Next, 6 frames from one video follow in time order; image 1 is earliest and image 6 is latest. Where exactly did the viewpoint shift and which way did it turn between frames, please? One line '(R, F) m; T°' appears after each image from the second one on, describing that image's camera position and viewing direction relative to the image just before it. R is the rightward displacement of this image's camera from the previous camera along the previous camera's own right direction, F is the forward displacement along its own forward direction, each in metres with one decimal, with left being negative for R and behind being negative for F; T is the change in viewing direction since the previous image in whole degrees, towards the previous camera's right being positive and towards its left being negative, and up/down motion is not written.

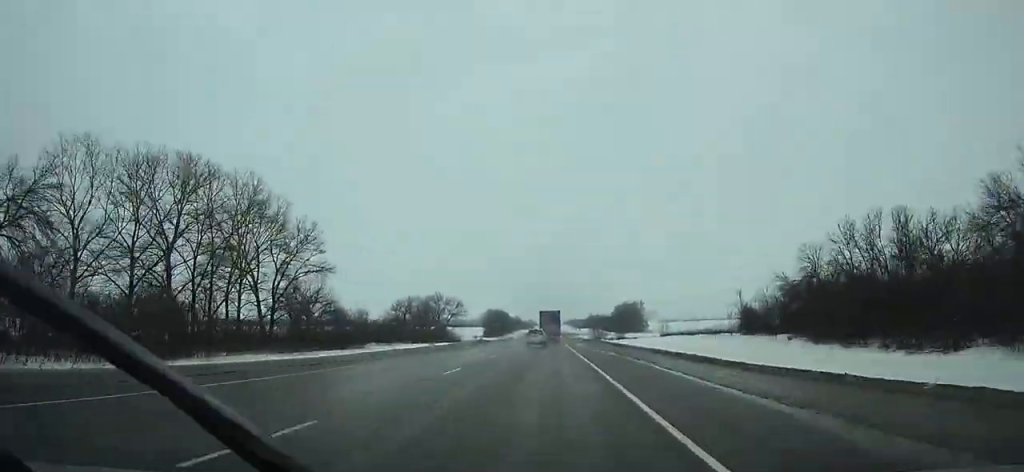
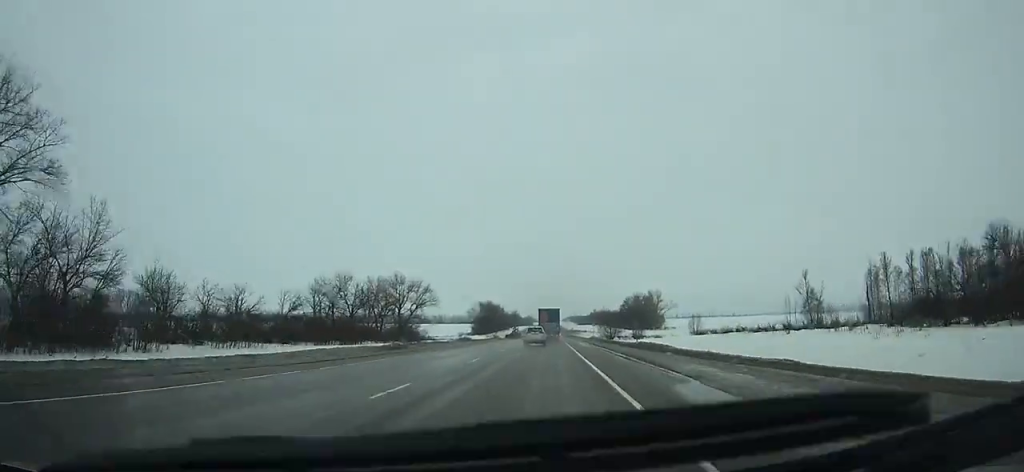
(+1.4, +53.7) m; +1°
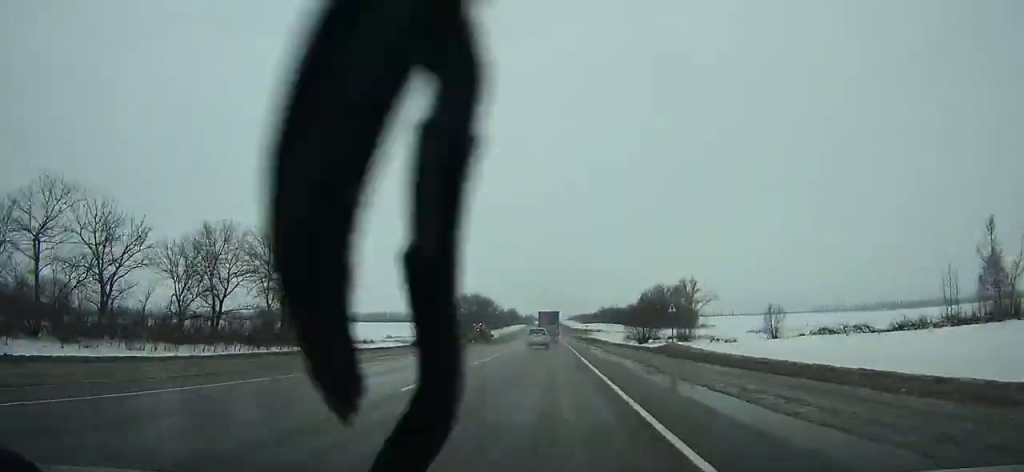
(+1.0, +69.8) m; +1°
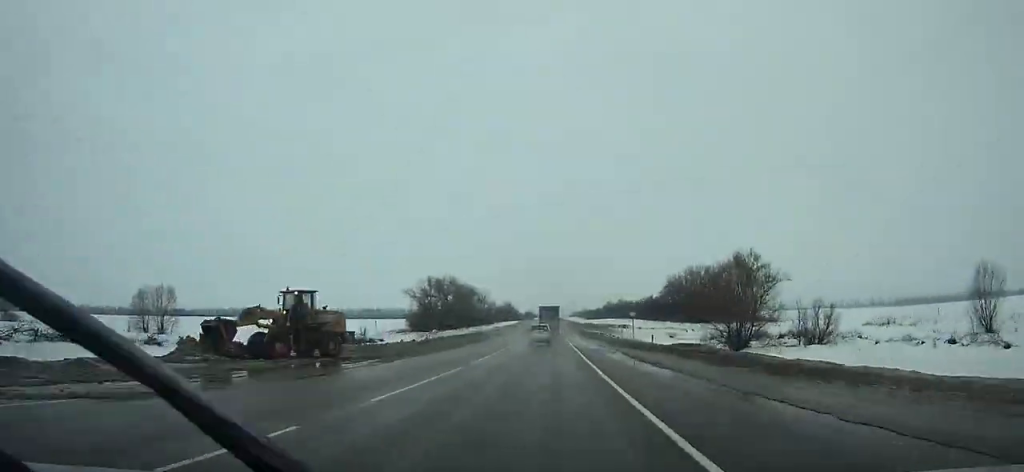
(0.0, +69.5) m; 0°
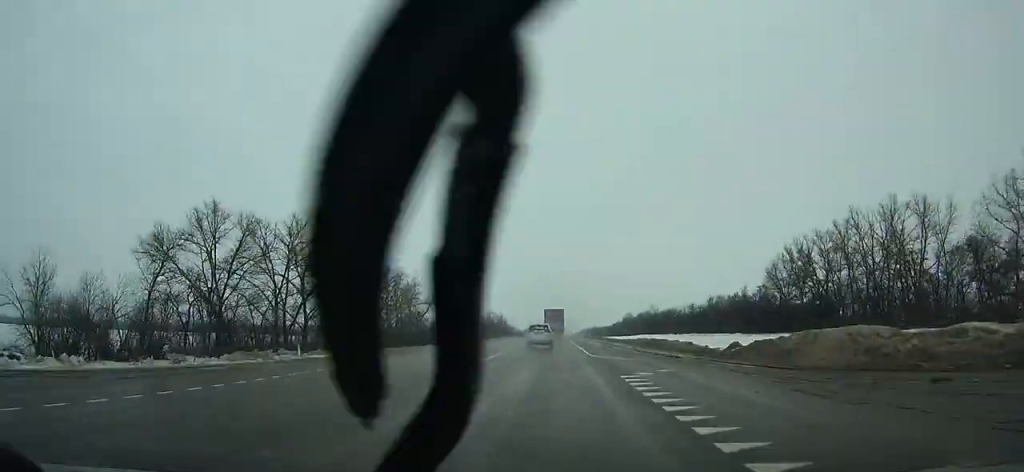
(-0.5, +121.2) m; 0°
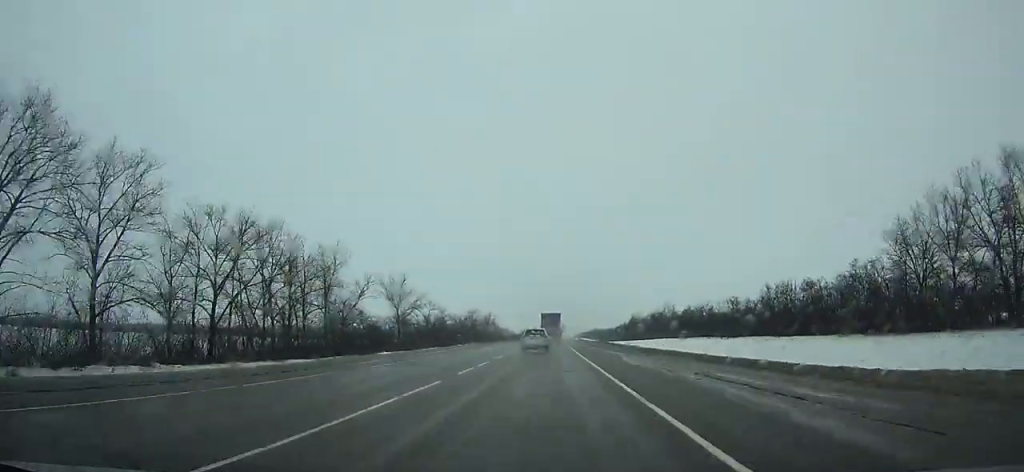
(0.0, +54.1) m; 0°
